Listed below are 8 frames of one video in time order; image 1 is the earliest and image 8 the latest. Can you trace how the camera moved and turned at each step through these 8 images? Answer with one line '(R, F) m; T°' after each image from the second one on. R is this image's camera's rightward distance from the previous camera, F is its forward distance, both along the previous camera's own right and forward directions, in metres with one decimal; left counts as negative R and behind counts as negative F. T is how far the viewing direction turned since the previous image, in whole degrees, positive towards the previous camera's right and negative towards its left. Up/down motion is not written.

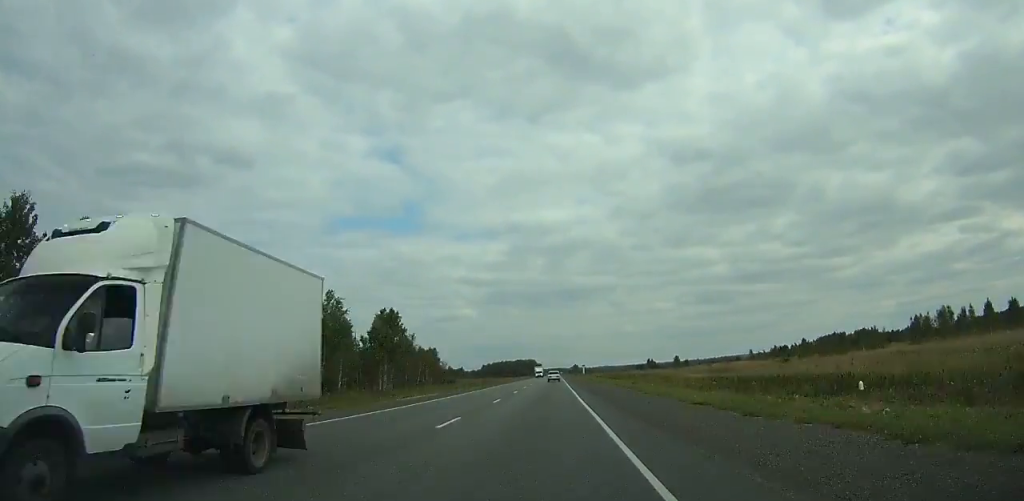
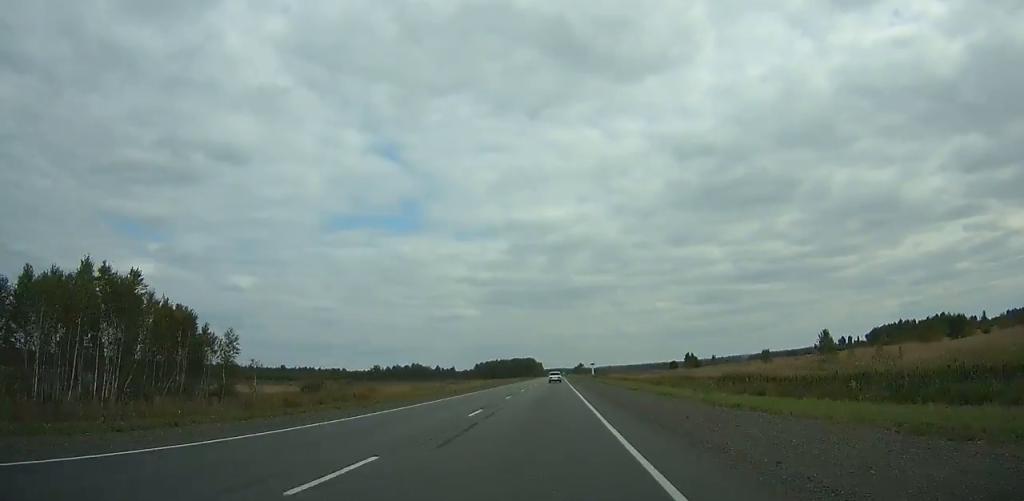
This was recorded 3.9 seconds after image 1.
(-0.2, +92.4) m; 0°
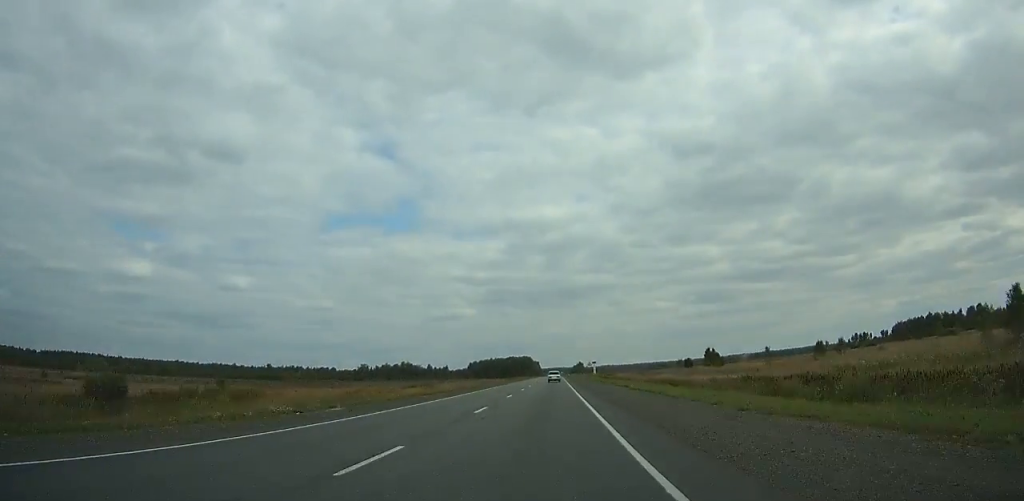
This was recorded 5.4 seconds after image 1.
(0.0, +35.2) m; 0°
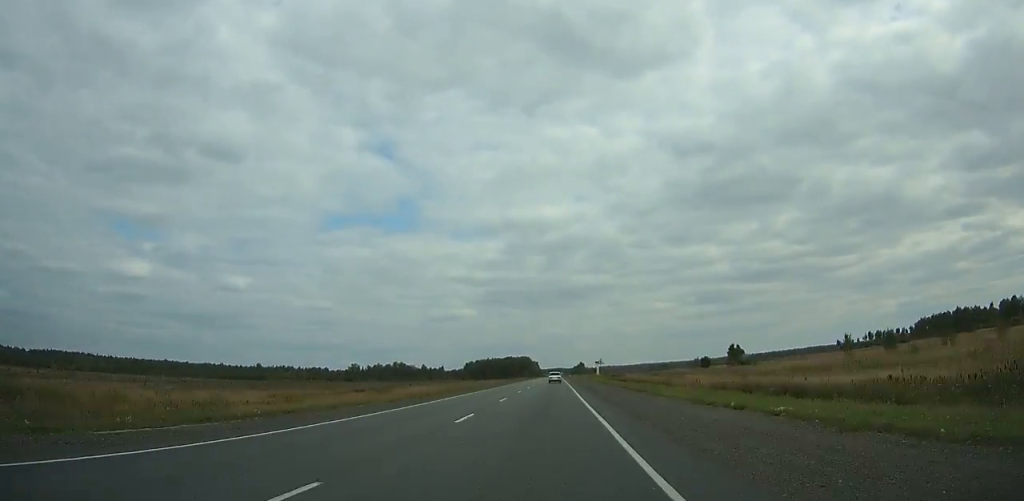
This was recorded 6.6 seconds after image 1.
(0.0, +28.0) m; 0°
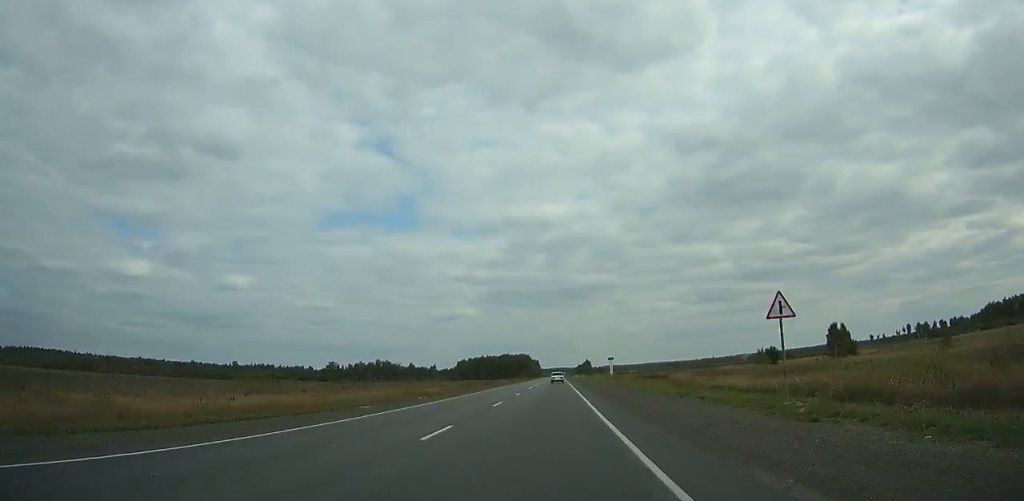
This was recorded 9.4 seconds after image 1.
(+0.2, +64.9) m; 0°
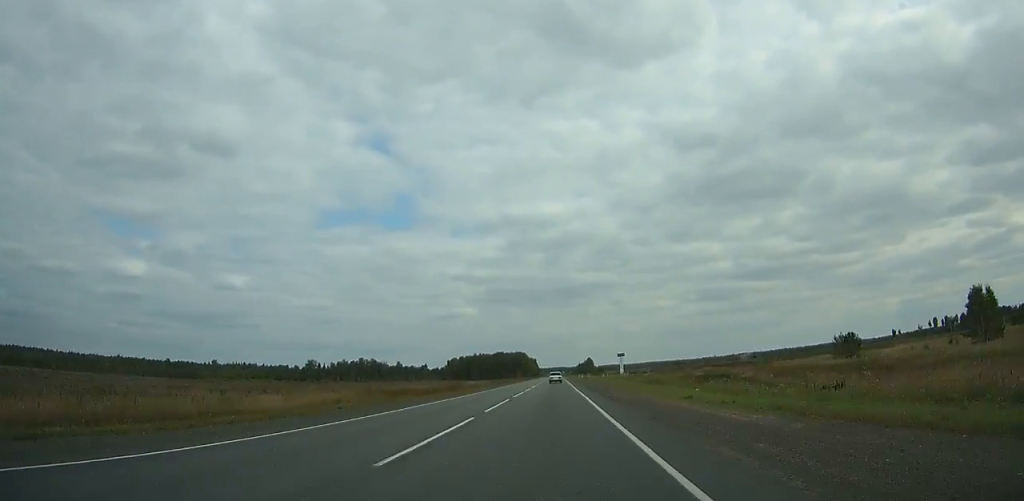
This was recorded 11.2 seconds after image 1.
(-0.1, +41.6) m; 0°
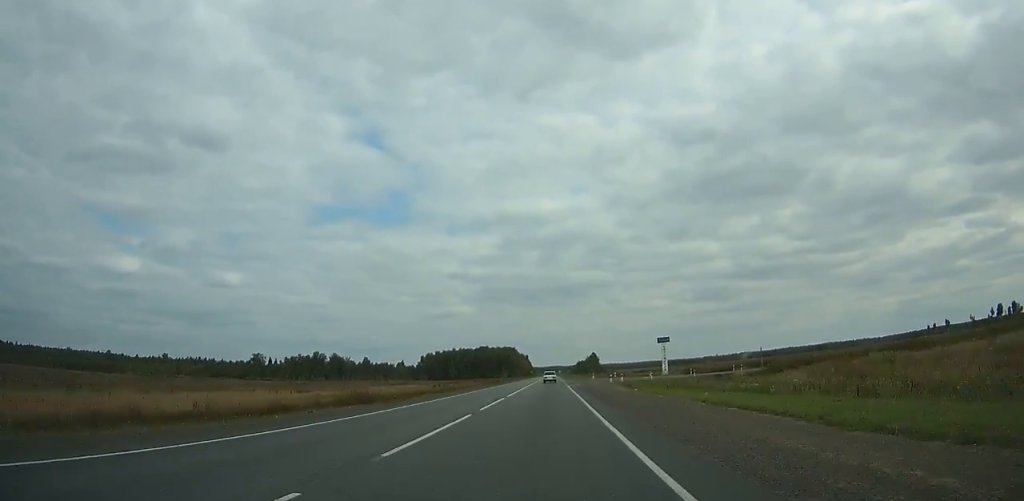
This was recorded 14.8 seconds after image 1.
(0.0, +83.2) m; 0°
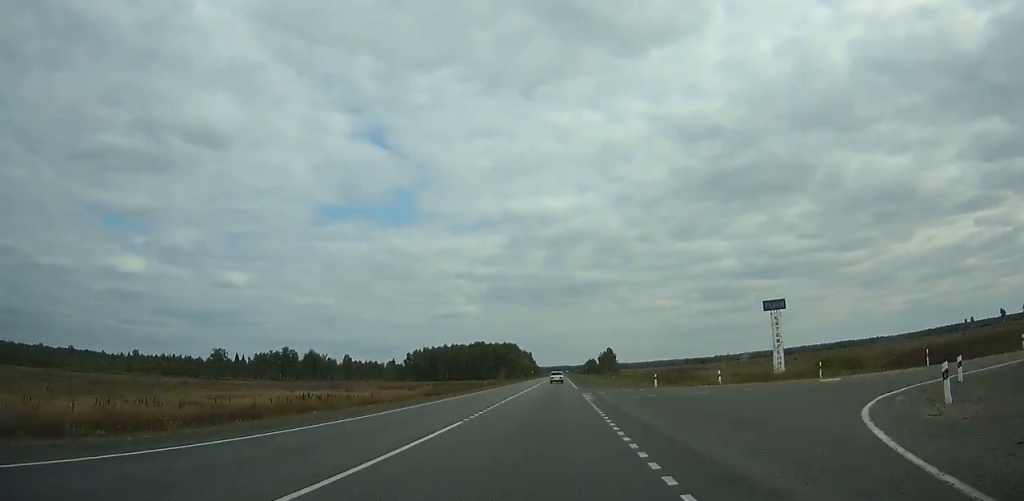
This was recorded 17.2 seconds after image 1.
(0.0, +55.6) m; 0°
